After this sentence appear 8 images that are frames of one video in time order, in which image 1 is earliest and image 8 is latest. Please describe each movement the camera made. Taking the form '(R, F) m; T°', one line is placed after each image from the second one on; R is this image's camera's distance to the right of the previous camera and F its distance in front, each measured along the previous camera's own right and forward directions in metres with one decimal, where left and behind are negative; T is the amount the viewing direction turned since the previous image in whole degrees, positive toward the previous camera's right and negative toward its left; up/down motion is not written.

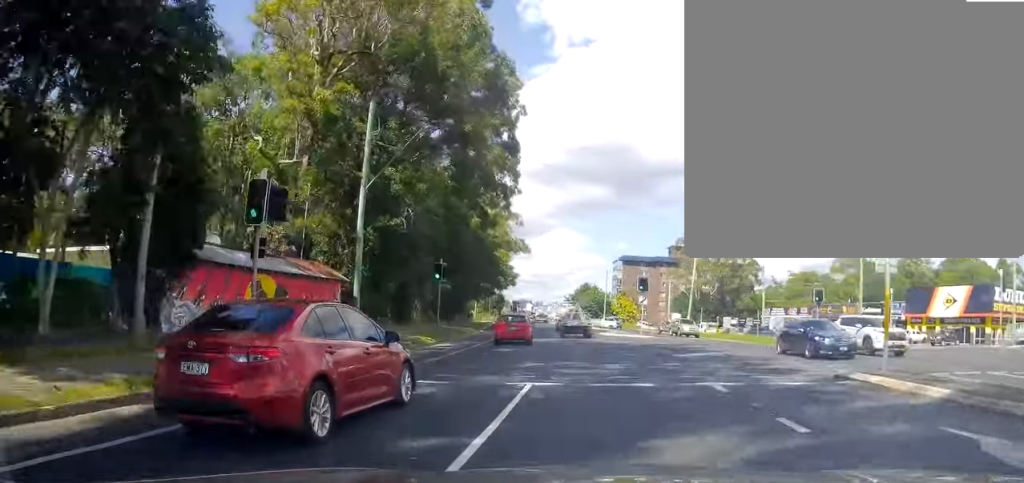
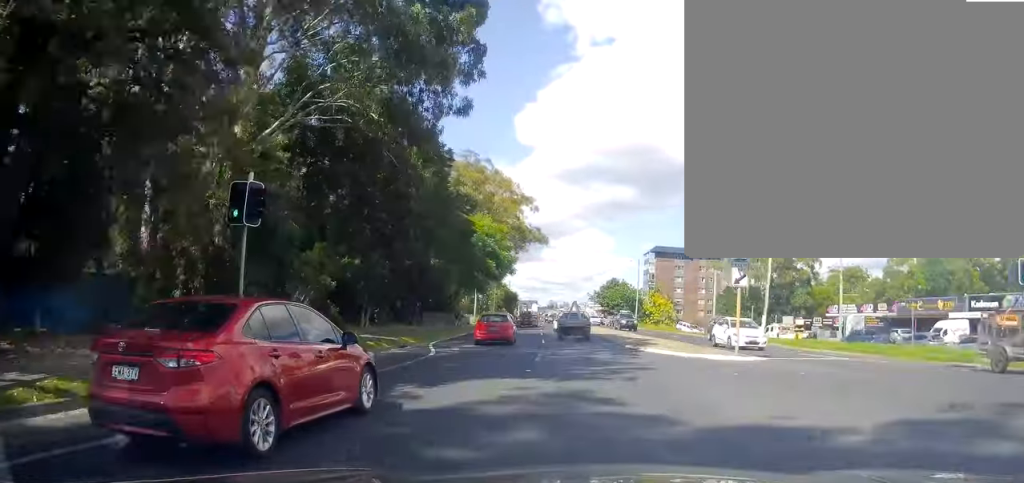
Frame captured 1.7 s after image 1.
(-0.1, +22.4) m; -6°
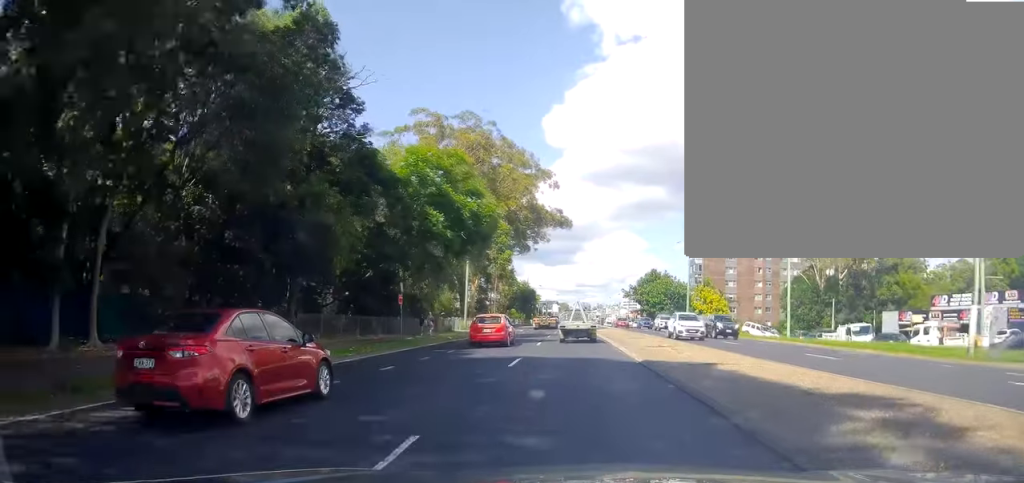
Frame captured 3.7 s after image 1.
(-0.9, +25.9) m; 0°
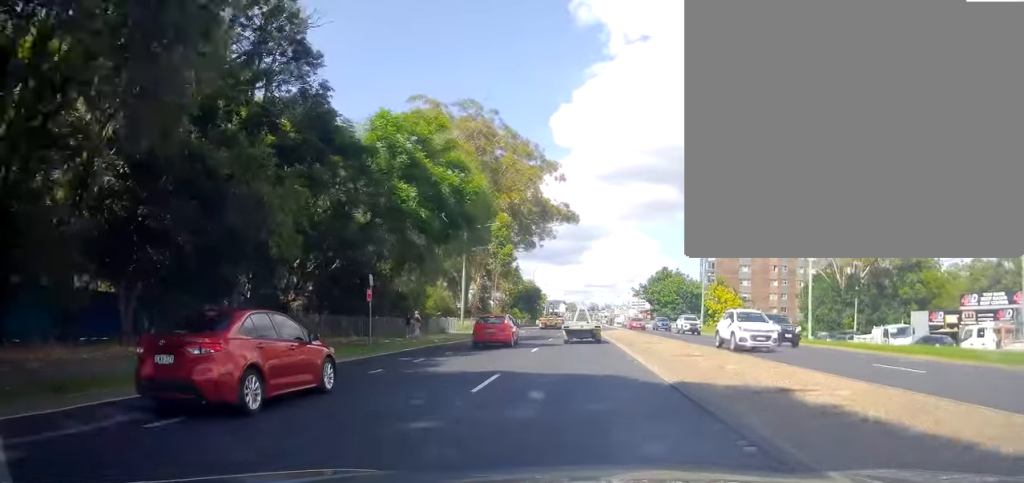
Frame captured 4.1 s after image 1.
(0.0, +5.4) m; 0°
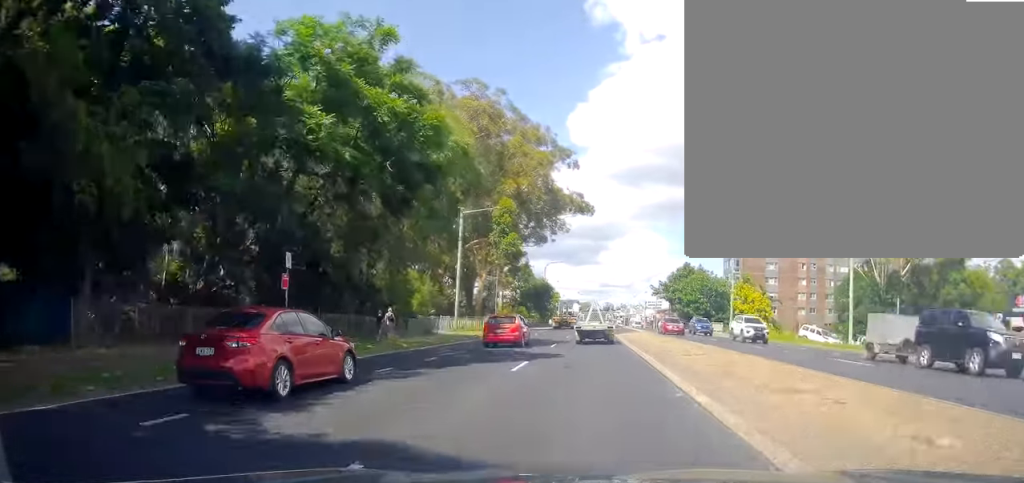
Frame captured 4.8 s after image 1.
(0.0, +8.6) m; 0°
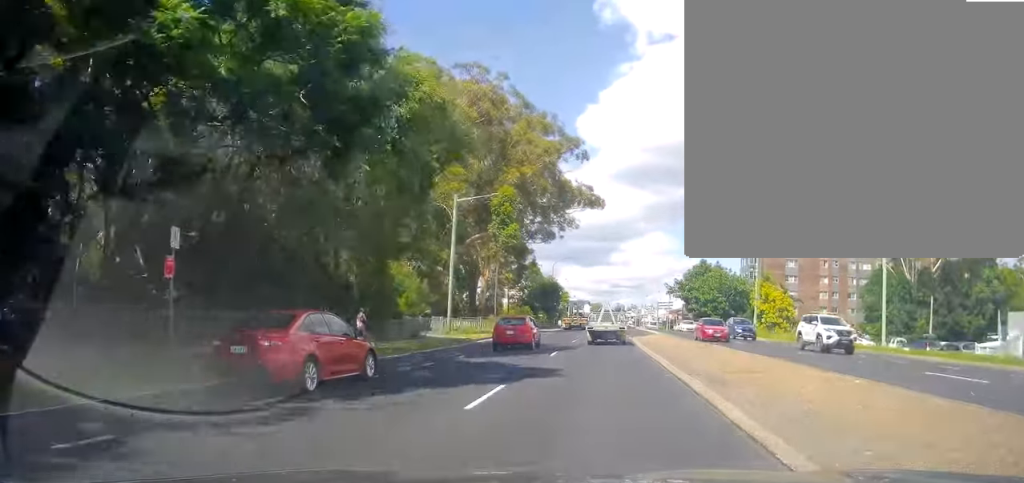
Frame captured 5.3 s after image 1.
(0.0, +5.9) m; -3°
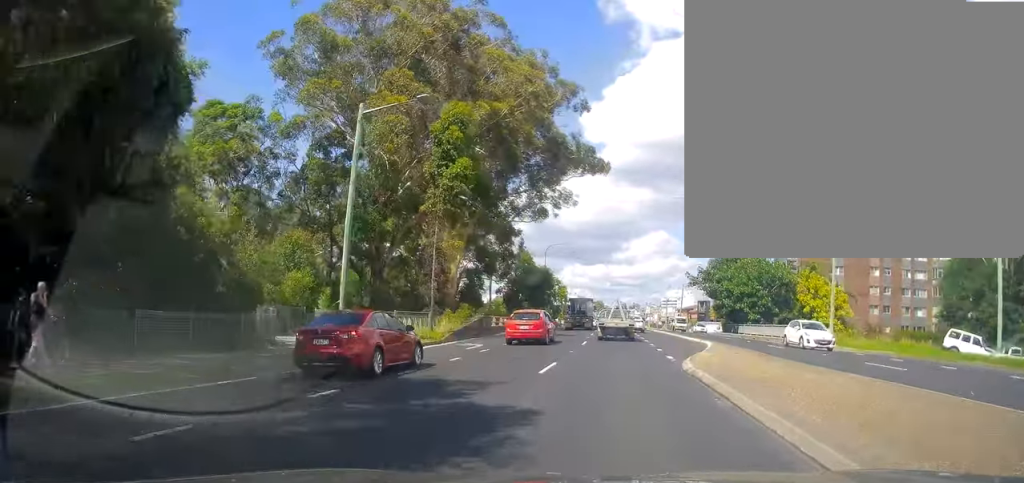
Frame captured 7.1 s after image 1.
(-1.5, +19.6) m; -5°
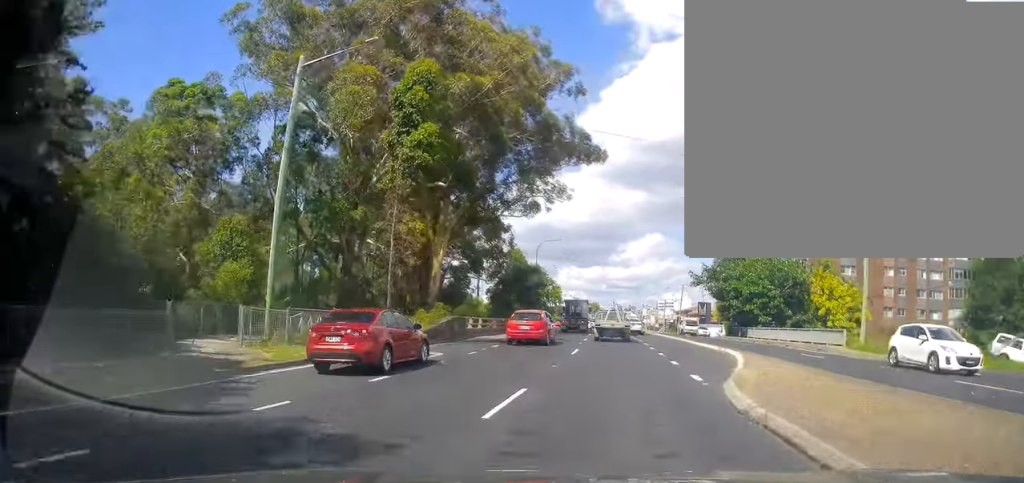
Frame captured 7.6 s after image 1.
(+0.1, +5.9) m; +2°
